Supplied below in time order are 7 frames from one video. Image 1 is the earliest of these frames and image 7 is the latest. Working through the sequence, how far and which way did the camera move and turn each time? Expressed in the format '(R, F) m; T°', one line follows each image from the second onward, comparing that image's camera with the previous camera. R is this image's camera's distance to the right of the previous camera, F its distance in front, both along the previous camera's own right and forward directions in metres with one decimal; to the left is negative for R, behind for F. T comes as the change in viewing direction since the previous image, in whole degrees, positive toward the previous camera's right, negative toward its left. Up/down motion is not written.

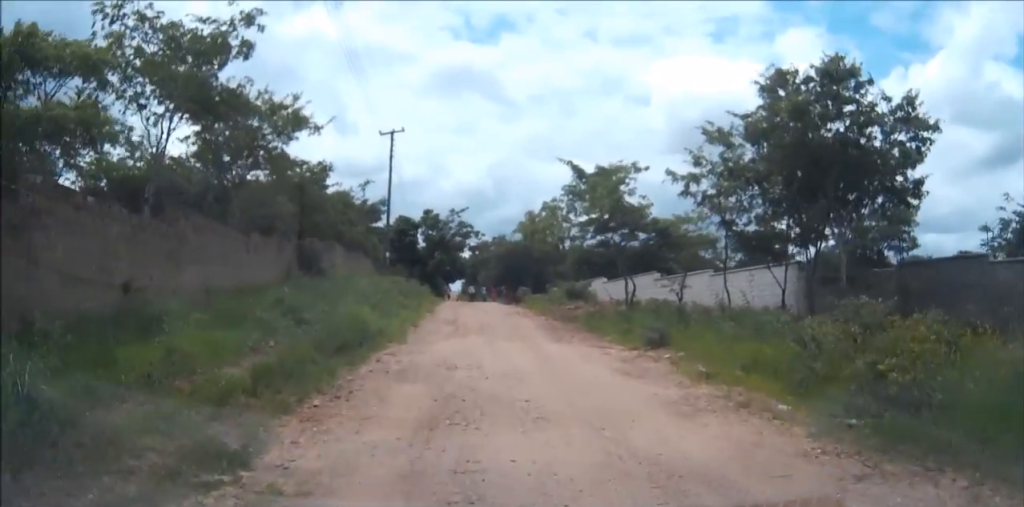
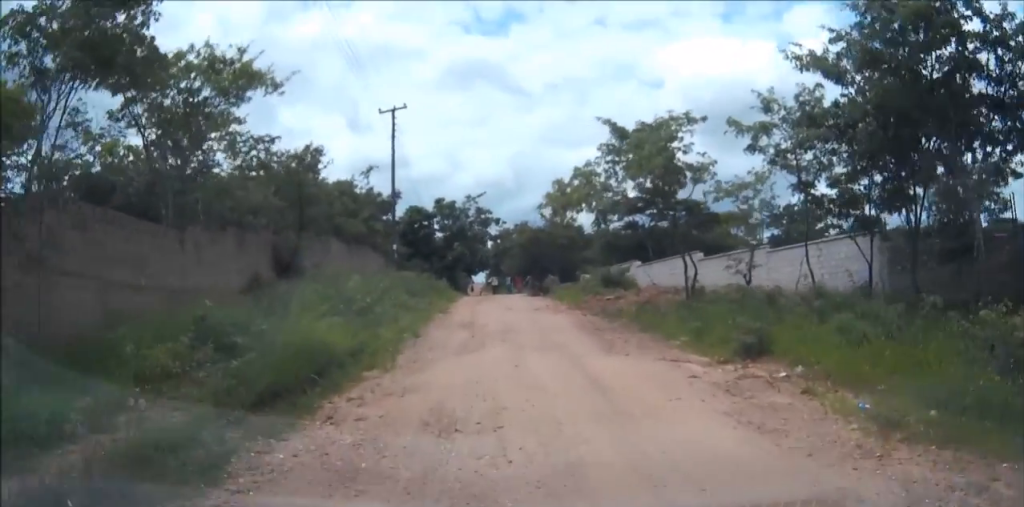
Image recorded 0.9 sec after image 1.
(-0.1, +4.9) m; -3°
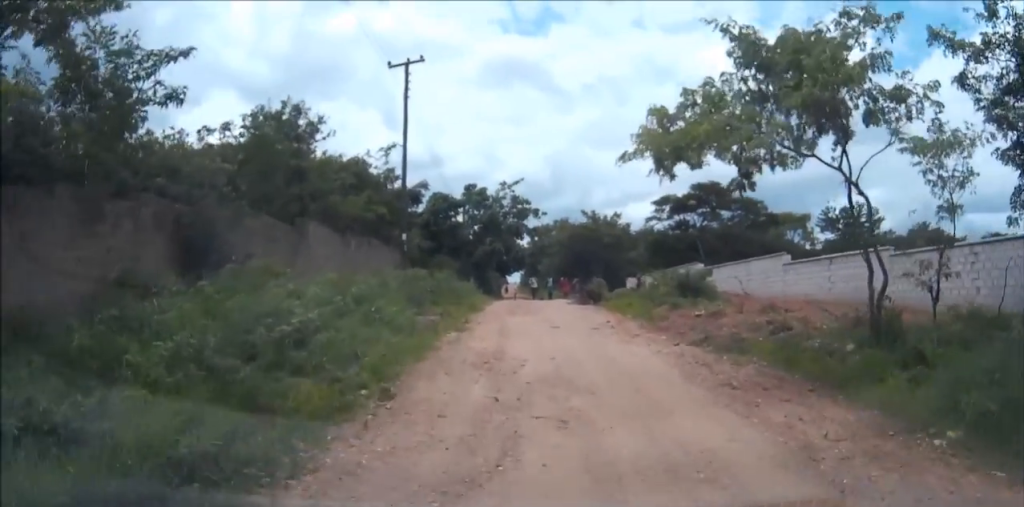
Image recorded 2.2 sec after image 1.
(-0.3, +7.8) m; -3°
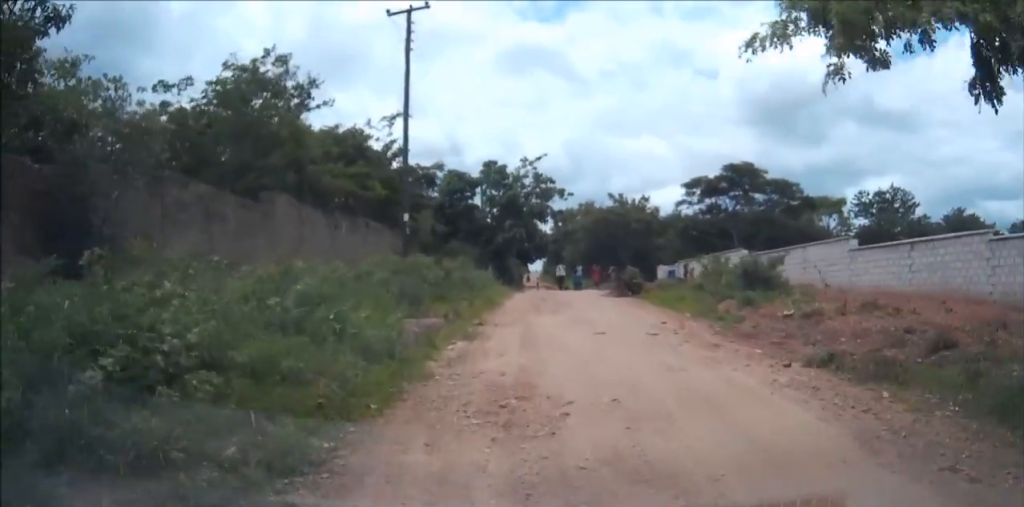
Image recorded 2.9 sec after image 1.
(0.0, +4.6) m; -1°
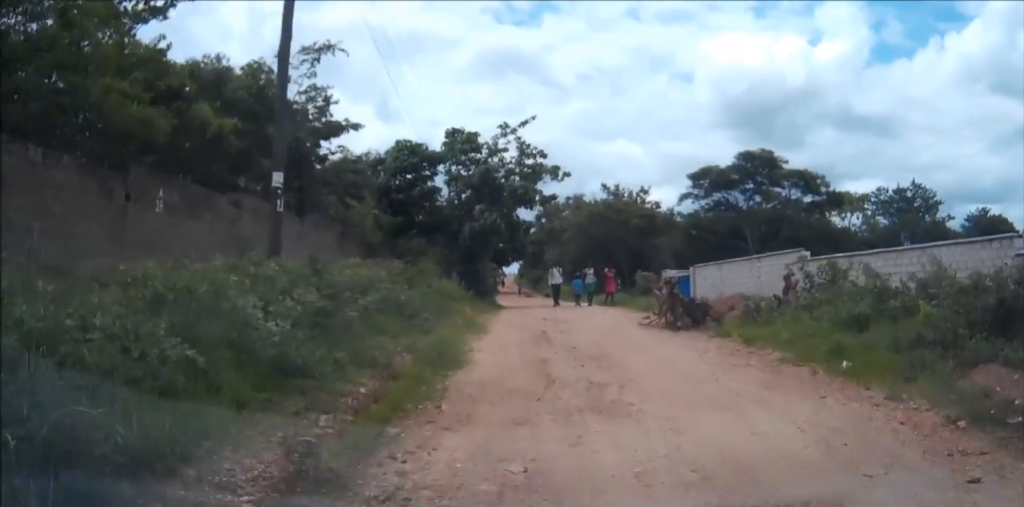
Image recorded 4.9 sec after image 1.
(-0.1, +11.4) m; +1°
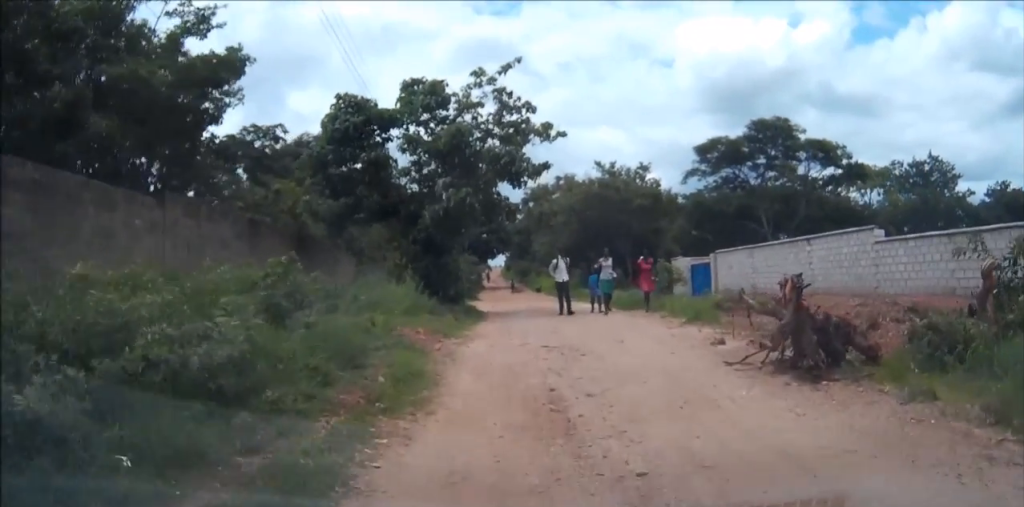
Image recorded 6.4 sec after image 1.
(+0.2, +7.8) m; +2°
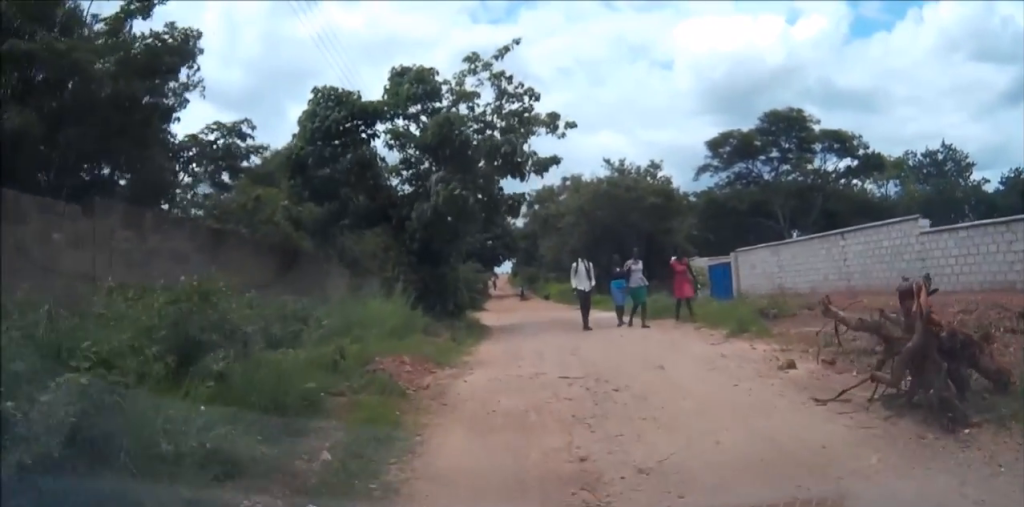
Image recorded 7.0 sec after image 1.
(0.0, +2.7) m; -1°
